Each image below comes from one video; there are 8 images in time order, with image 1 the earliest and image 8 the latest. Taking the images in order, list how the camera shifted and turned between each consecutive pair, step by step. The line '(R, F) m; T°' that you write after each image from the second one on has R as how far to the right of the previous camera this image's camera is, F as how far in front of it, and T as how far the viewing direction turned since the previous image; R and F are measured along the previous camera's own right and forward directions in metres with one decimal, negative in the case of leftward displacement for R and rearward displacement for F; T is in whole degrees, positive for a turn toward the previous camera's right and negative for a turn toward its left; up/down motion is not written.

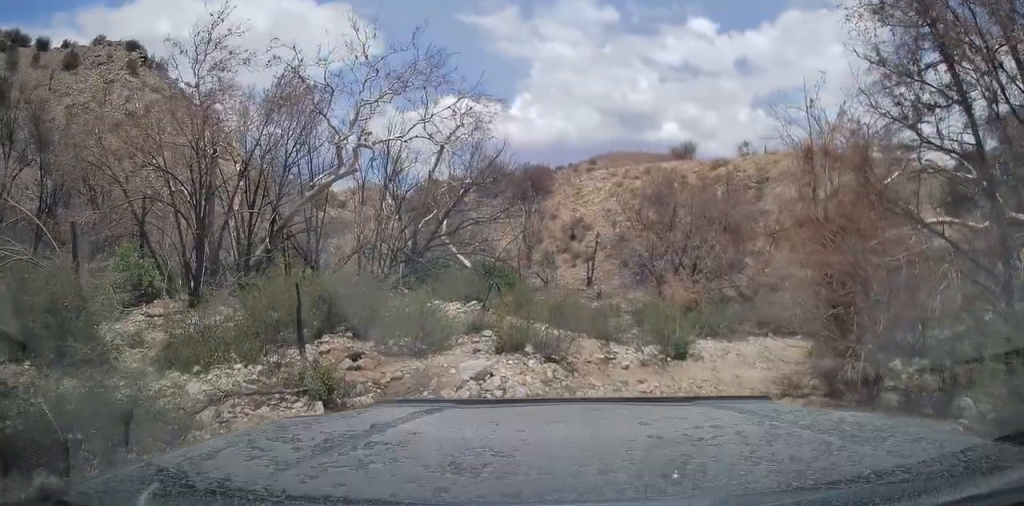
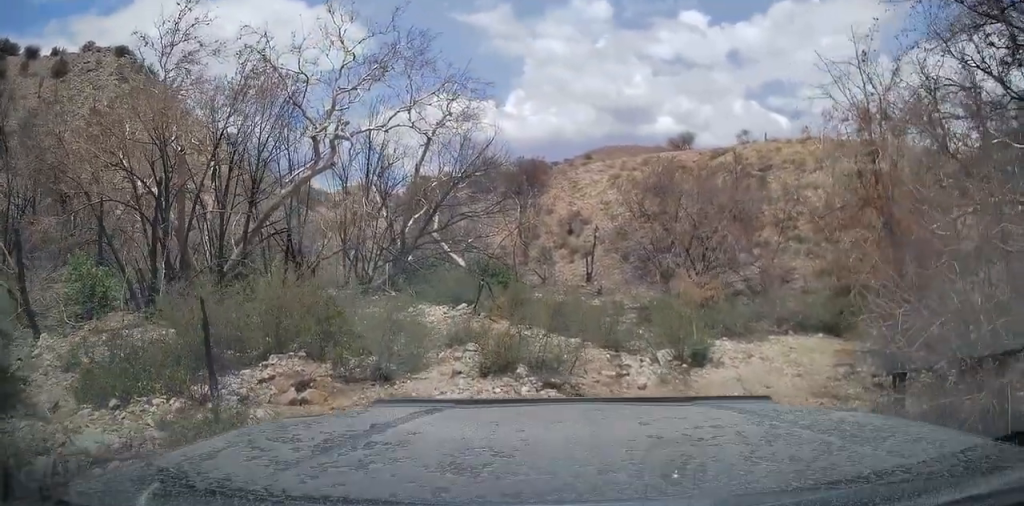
(-0.2, +1.9) m; -12°
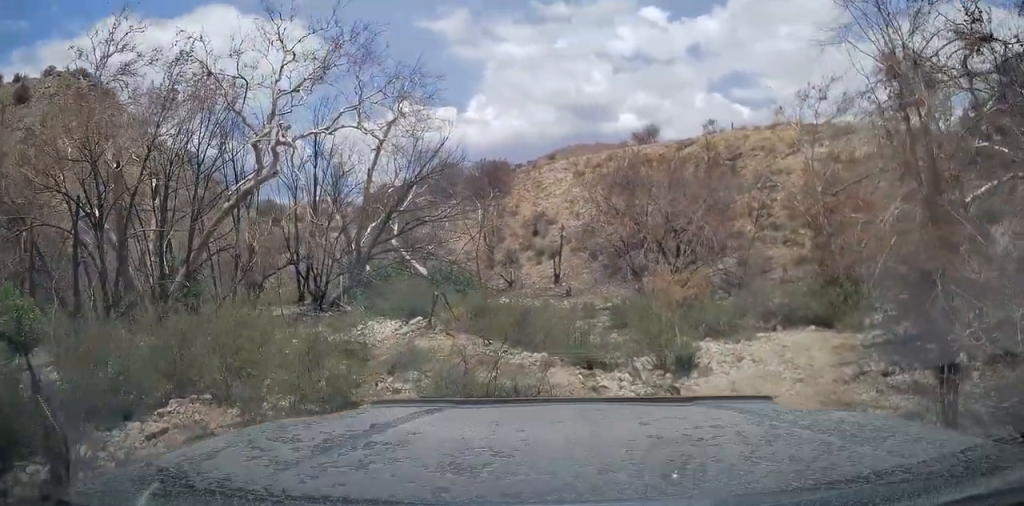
(-0.2, +1.8) m; +2°
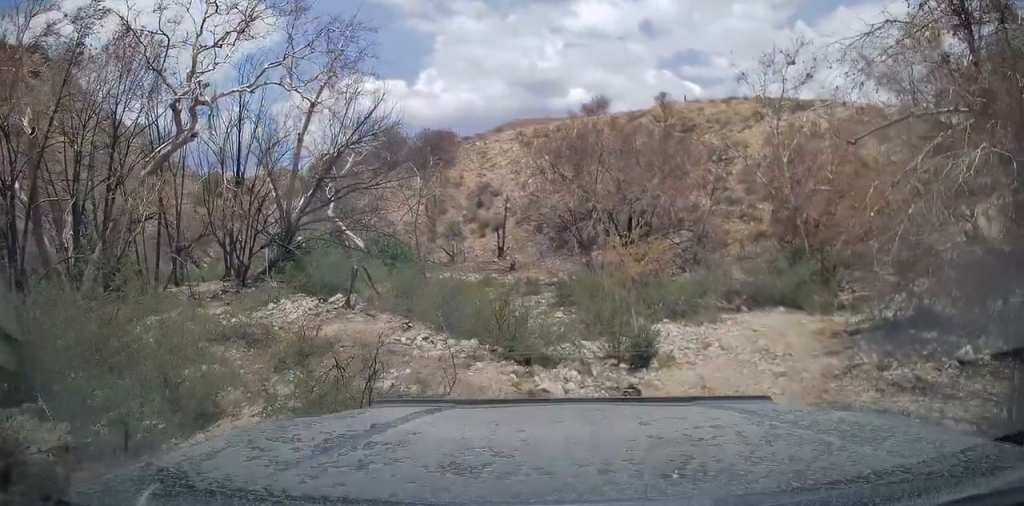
(+0.2, +2.0) m; +18°
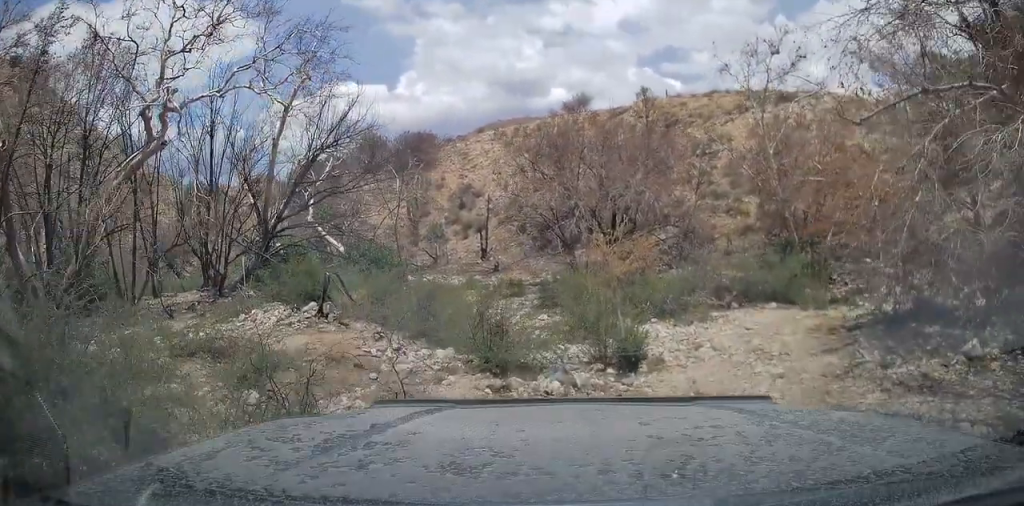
(+0.2, +0.9) m; +8°
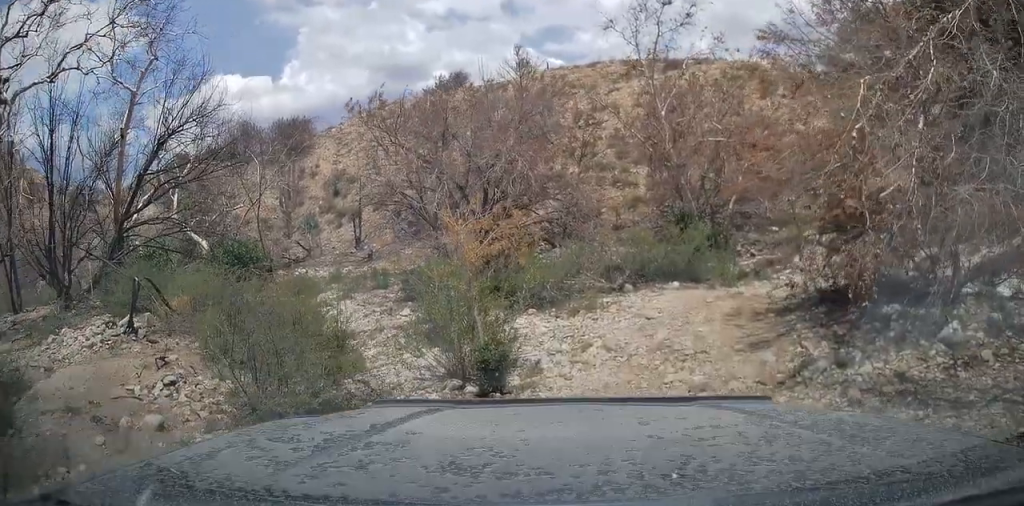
(-0.2, +3.6) m; -4°
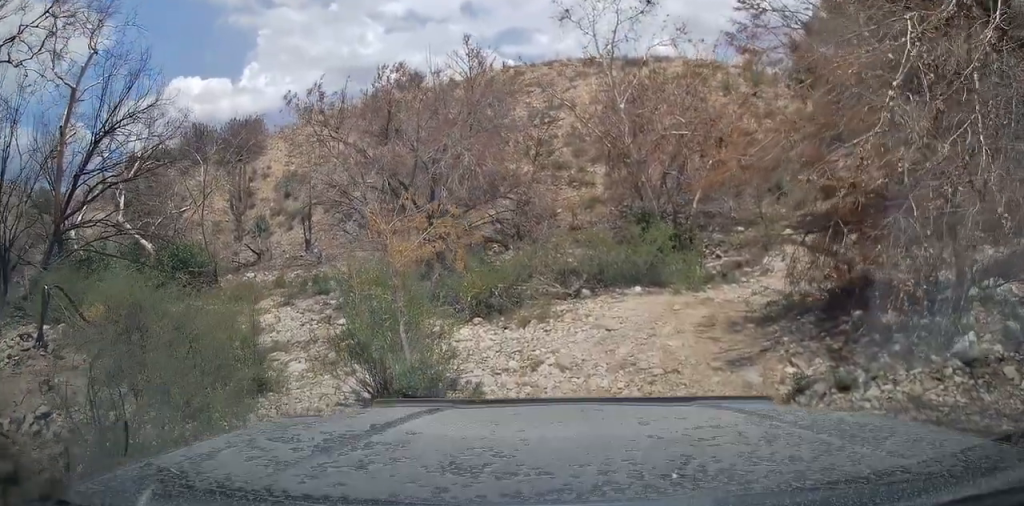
(+0.5, +1.3) m; 0°
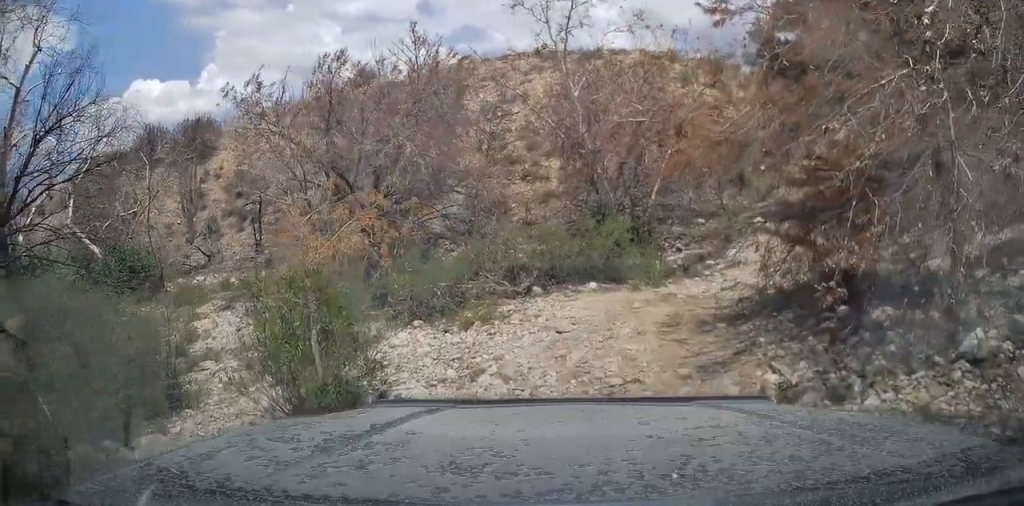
(-0.3, +0.9) m; 0°
